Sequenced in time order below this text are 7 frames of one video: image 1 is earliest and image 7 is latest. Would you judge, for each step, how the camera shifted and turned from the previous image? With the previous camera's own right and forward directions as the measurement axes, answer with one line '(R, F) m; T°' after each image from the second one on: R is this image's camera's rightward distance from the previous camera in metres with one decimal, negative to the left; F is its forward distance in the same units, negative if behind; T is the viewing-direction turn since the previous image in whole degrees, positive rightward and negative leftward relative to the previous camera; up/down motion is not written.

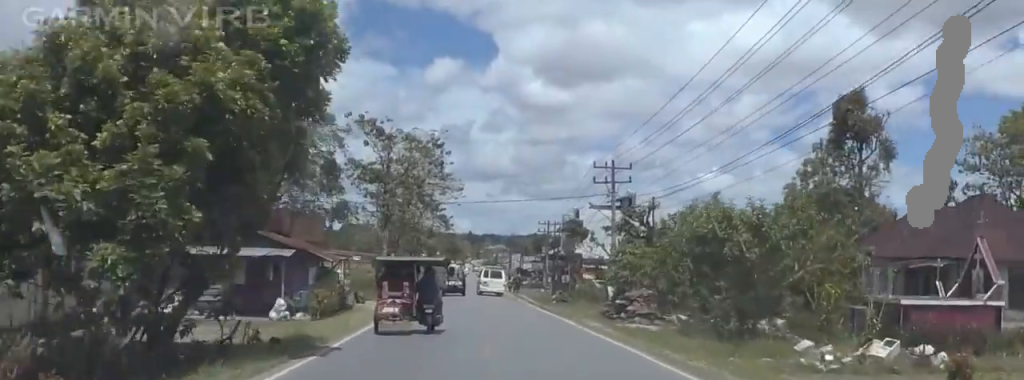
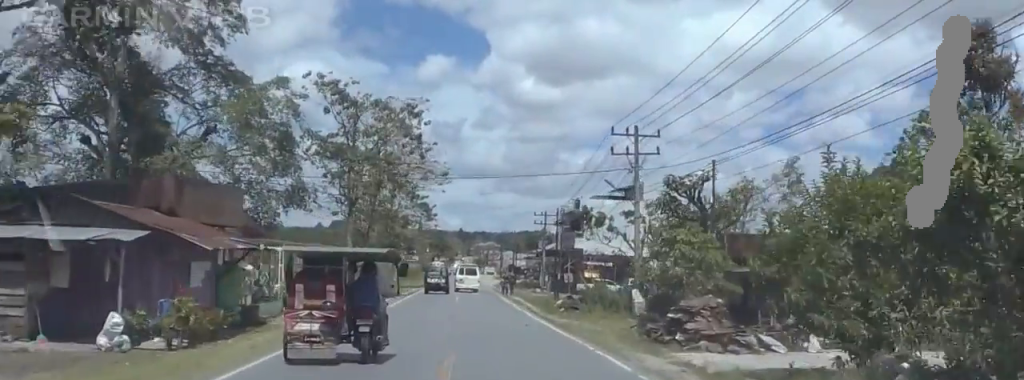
(+1.1, +12.7) m; +1°
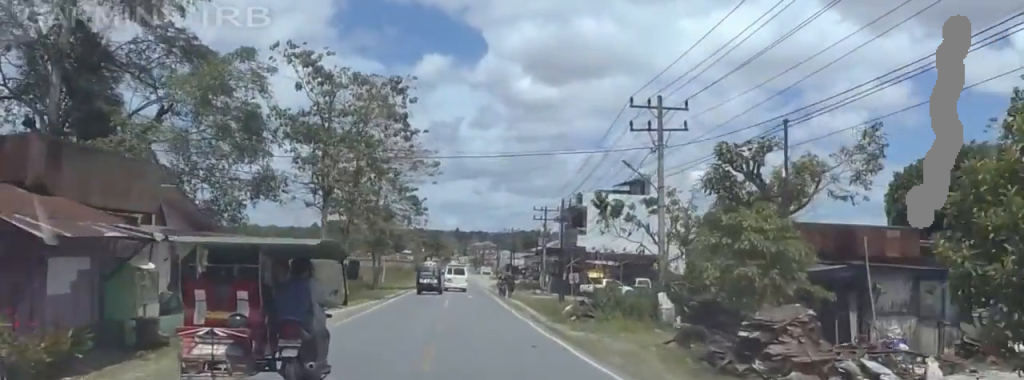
(0.0, +7.1) m; -1°
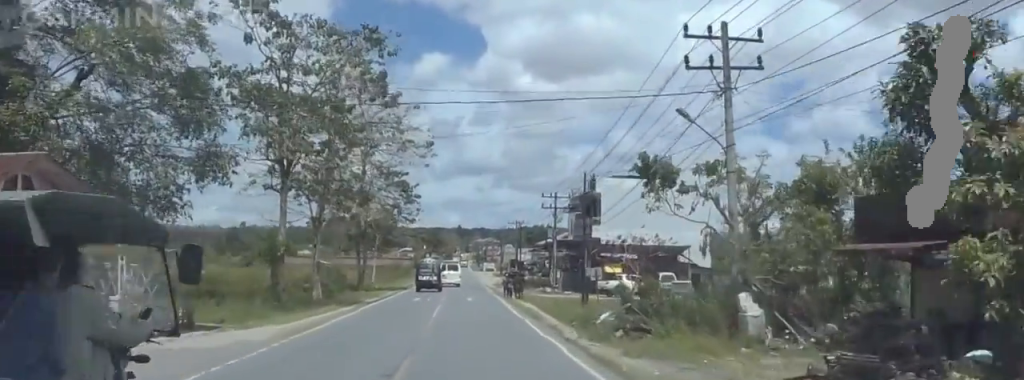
(-0.7, +10.0) m; -4°
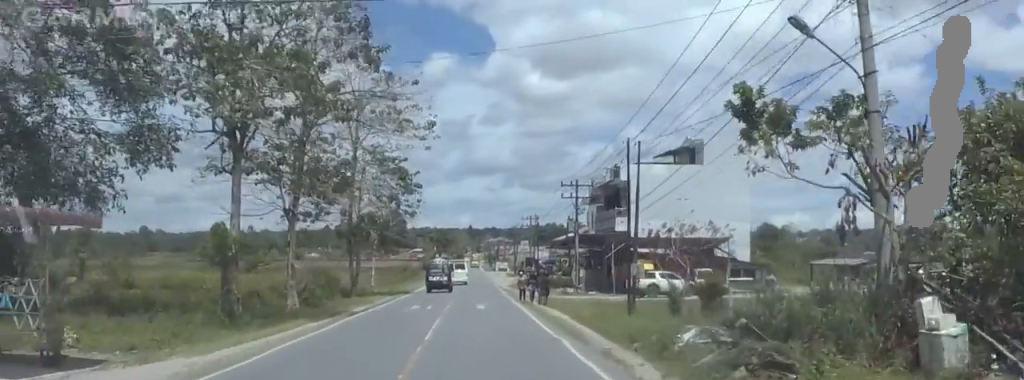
(-0.1, +8.9) m; -1°
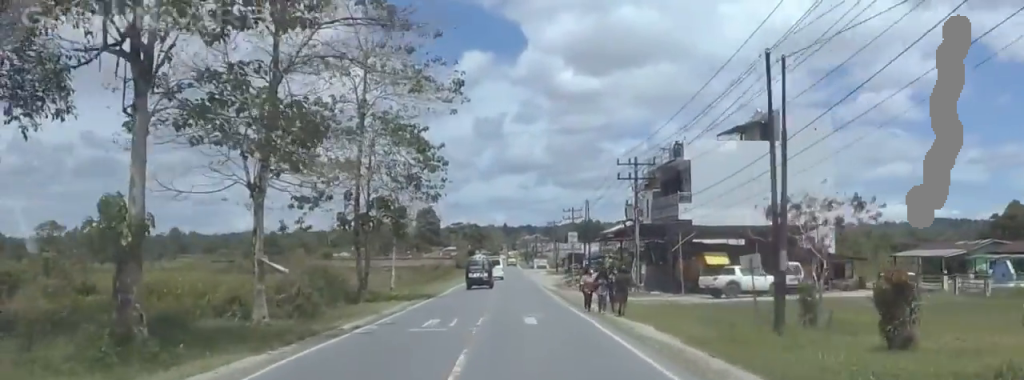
(0.0, +11.3) m; -2°
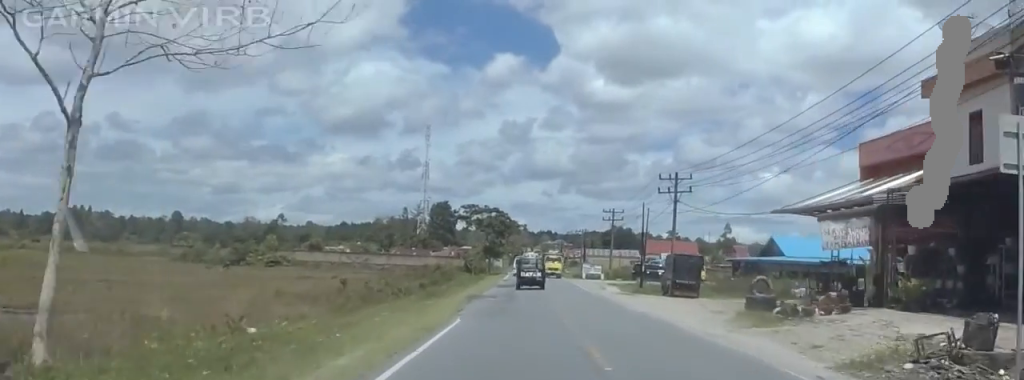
(-1.7, +49.5) m; +2°
